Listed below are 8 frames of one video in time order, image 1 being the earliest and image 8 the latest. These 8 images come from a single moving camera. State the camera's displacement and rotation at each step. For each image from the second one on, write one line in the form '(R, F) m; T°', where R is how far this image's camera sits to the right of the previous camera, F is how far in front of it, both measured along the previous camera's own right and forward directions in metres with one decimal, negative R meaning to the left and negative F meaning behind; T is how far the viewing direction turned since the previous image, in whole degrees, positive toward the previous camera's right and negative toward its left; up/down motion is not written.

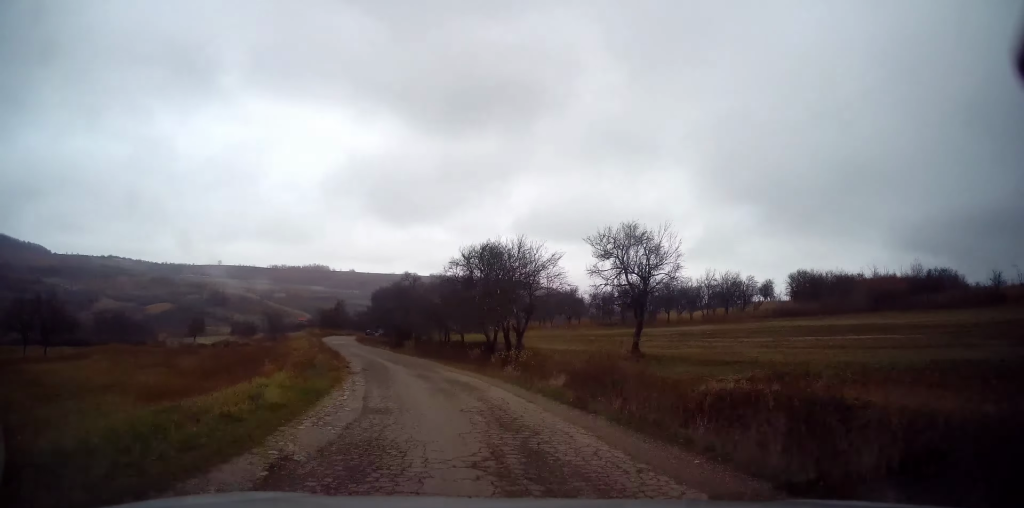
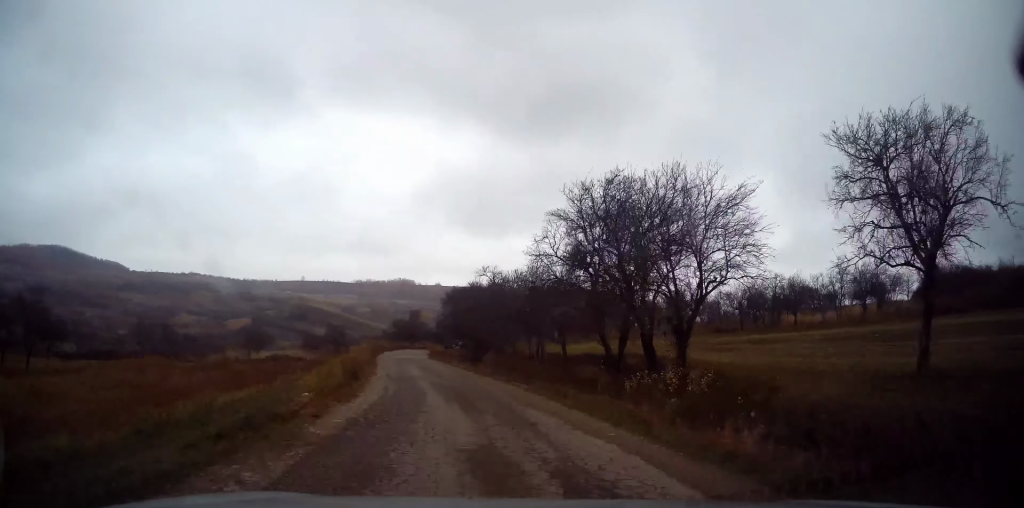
(-1.3, +11.5) m; -9°
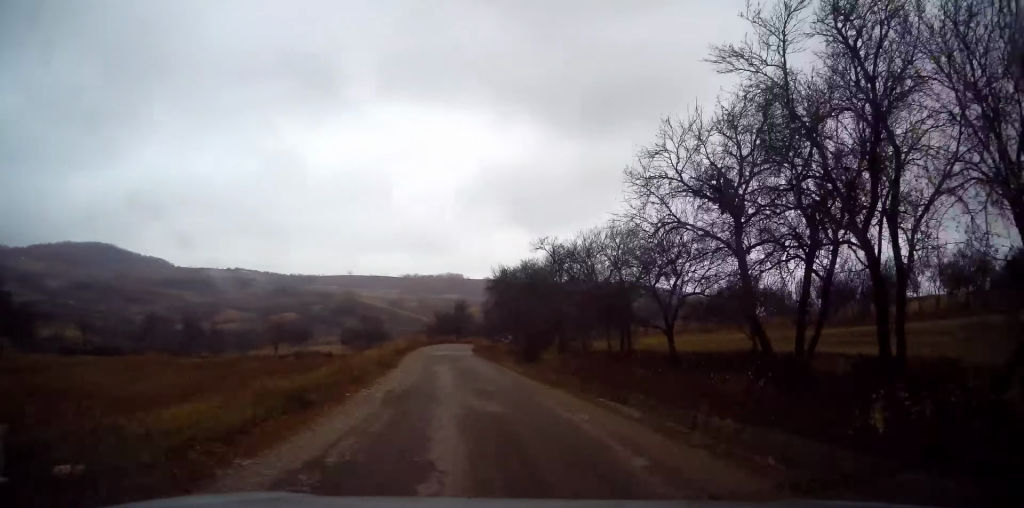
(-0.4, +8.4) m; -4°
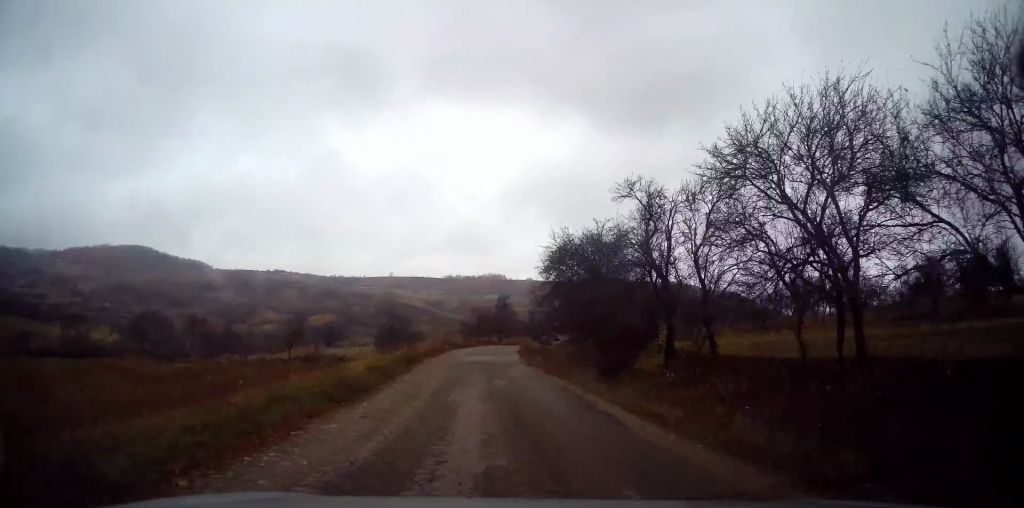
(-0.4, +10.8) m; -5°
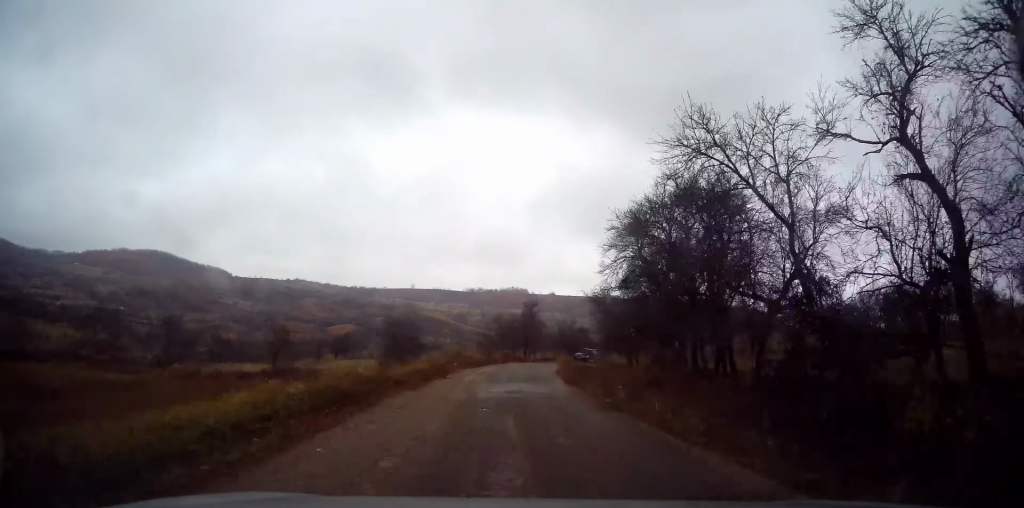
(-0.6, +11.7) m; -3°
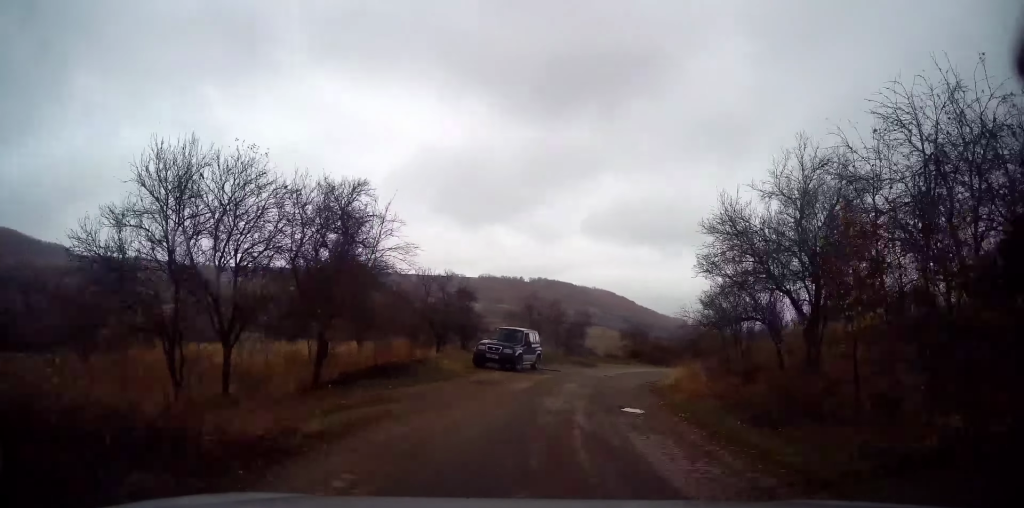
(+4.3, +41.5) m; +17°
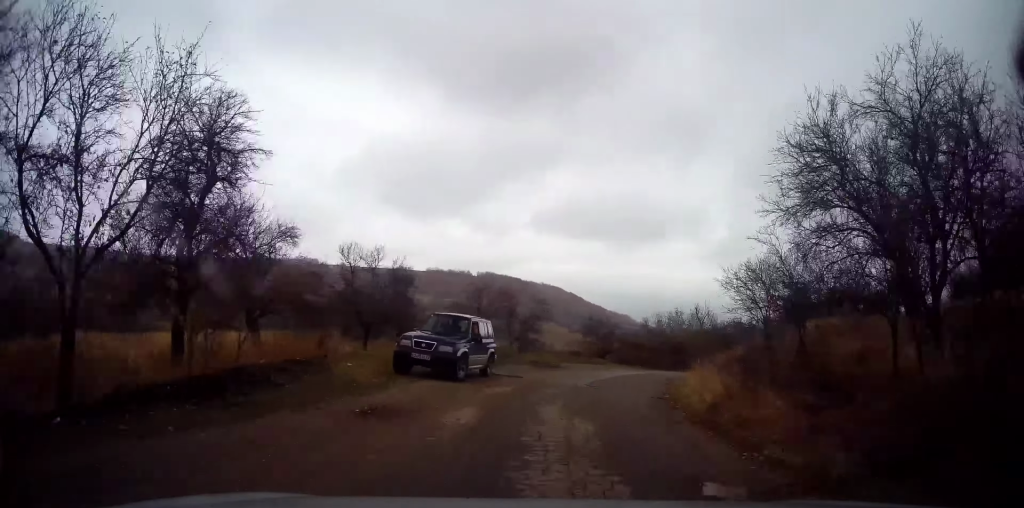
(+0.2, +7.2) m; +6°
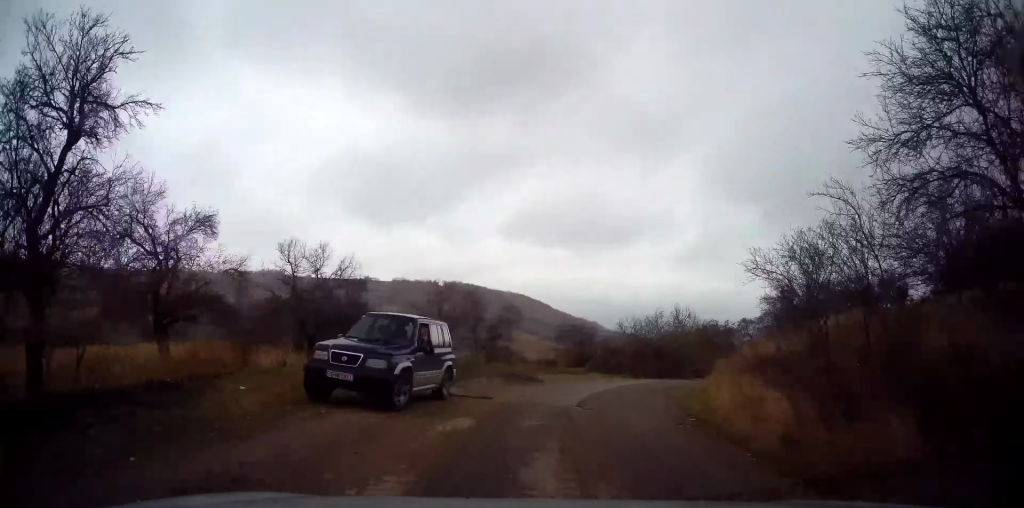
(+0.4, +4.2) m; +5°
